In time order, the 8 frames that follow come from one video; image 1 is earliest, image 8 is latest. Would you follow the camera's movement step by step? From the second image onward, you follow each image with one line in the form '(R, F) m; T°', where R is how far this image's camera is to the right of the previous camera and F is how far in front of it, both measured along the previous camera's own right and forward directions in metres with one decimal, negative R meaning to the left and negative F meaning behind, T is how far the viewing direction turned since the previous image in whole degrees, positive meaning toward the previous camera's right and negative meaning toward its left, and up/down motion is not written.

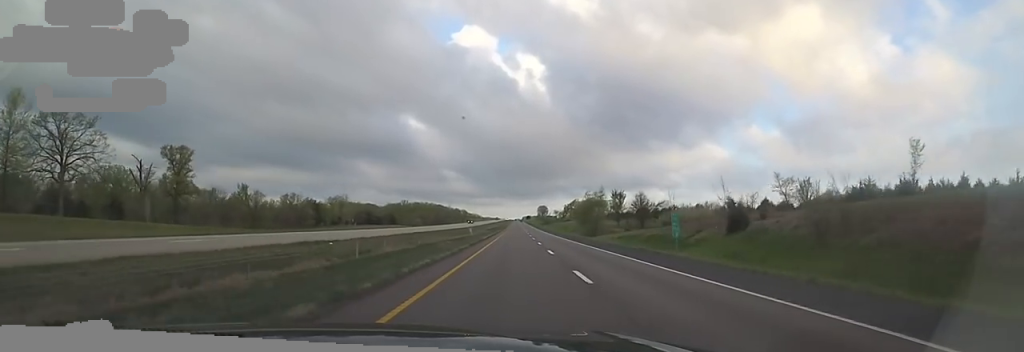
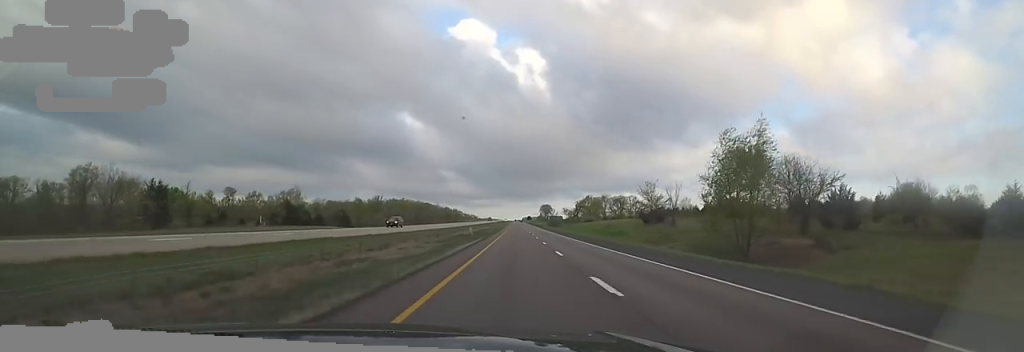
(-2.1, +63.7) m; -2°
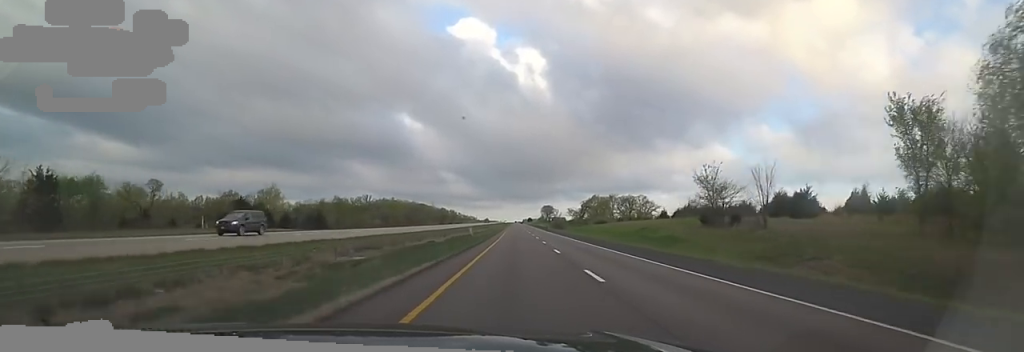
(0.0, +21.9) m; 0°
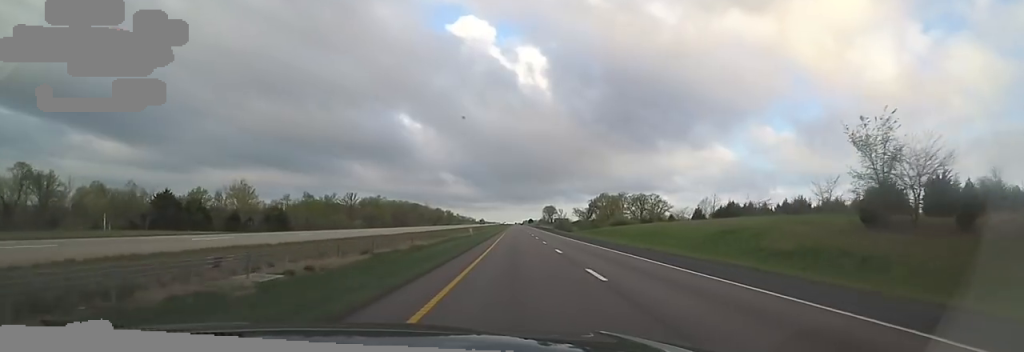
(0.0, +24.2) m; 0°
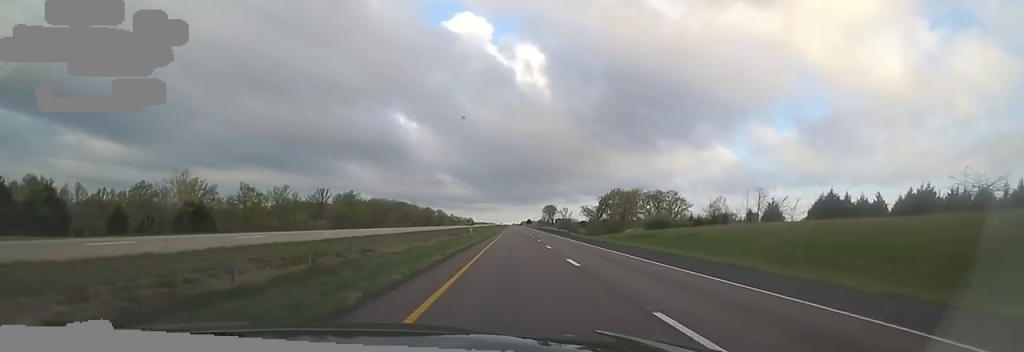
(-0.1, +32.3) m; +2°
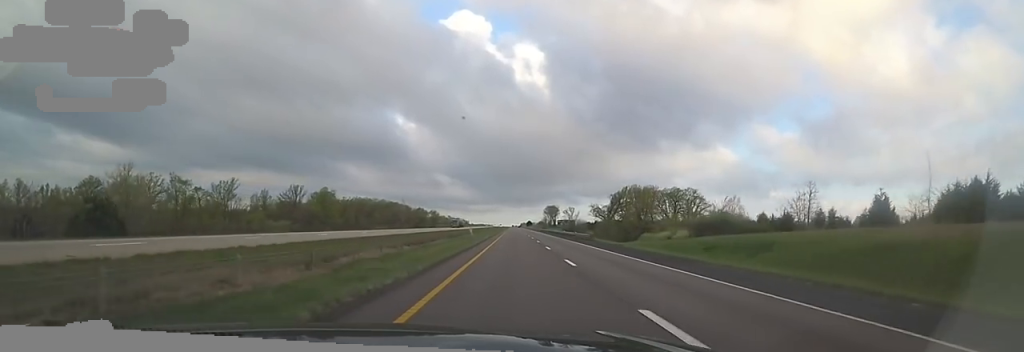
(+1.0, +24.2) m; 0°
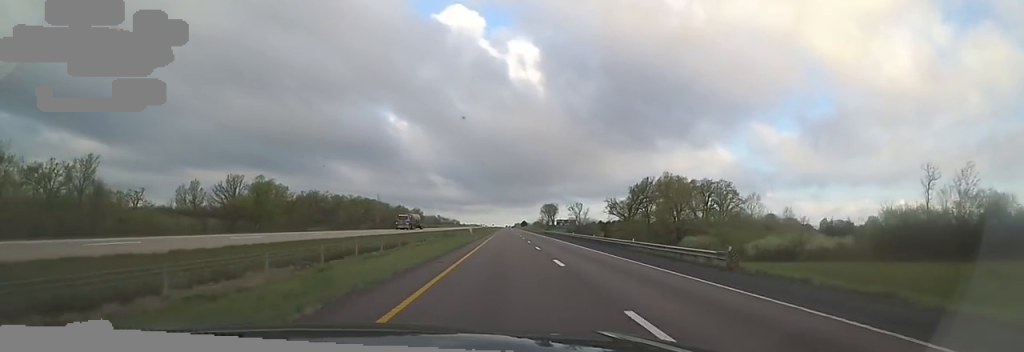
(-0.6, +36.8) m; 0°
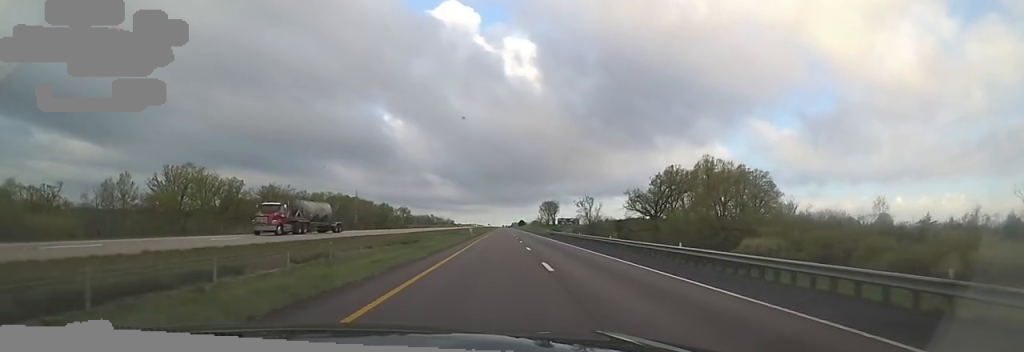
(+0.3, +26.5) m; 0°
